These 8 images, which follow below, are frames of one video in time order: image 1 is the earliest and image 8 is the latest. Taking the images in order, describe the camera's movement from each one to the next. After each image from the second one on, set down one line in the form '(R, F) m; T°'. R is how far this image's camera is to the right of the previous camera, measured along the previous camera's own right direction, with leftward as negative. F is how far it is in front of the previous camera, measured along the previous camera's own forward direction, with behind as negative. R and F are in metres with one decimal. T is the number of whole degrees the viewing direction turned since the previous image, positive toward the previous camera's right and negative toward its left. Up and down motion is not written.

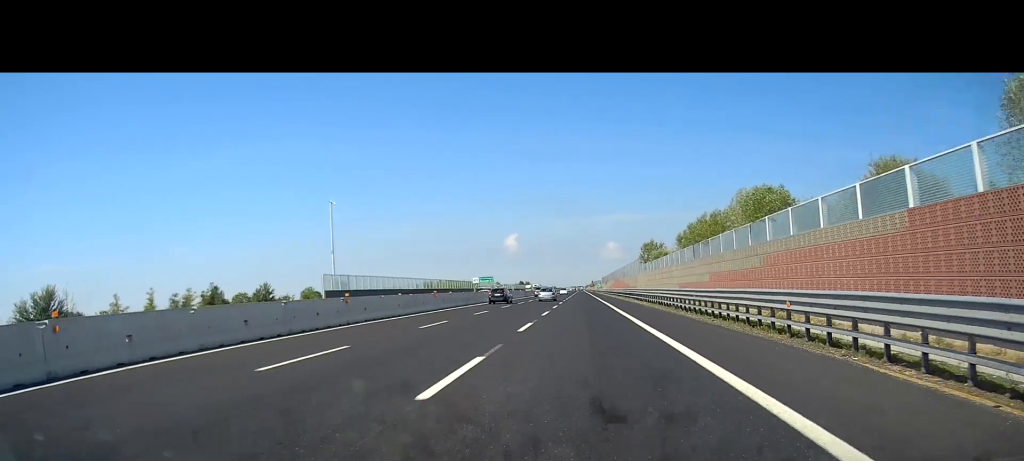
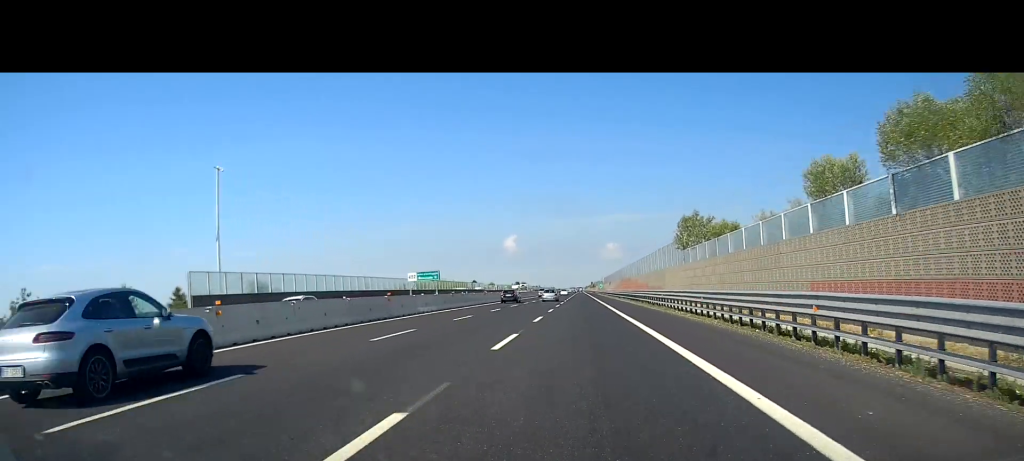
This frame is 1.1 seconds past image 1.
(+0.2, +29.1) m; +1°
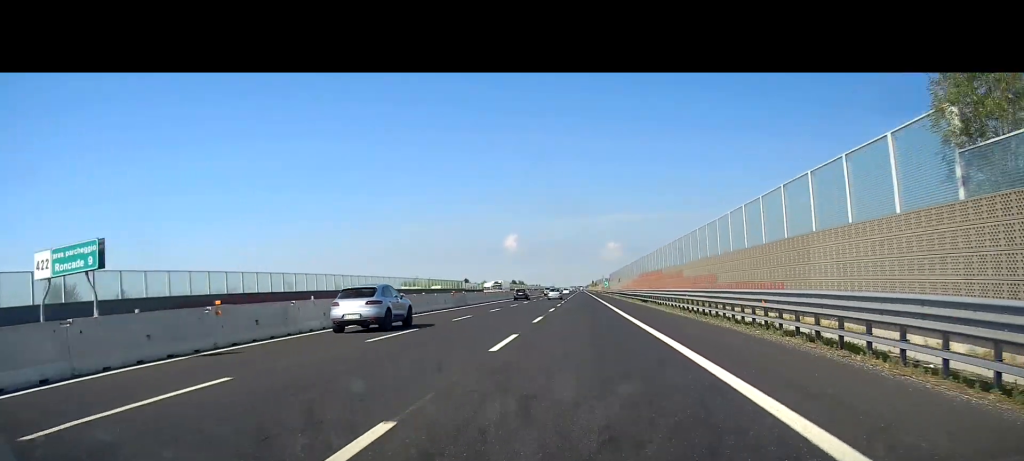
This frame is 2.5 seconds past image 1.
(0.0, +36.2) m; 0°
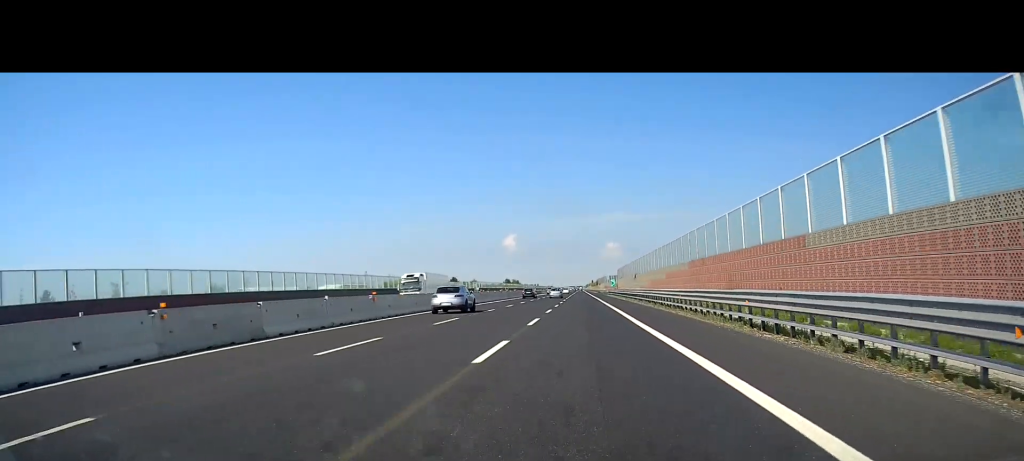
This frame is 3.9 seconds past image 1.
(+0.2, +38.9) m; 0°
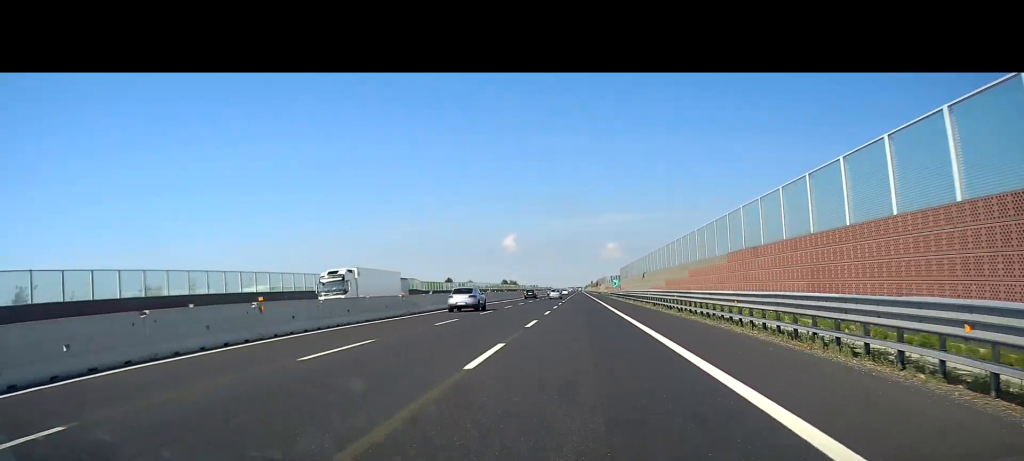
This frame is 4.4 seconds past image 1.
(-0.1, +12.4) m; 0°
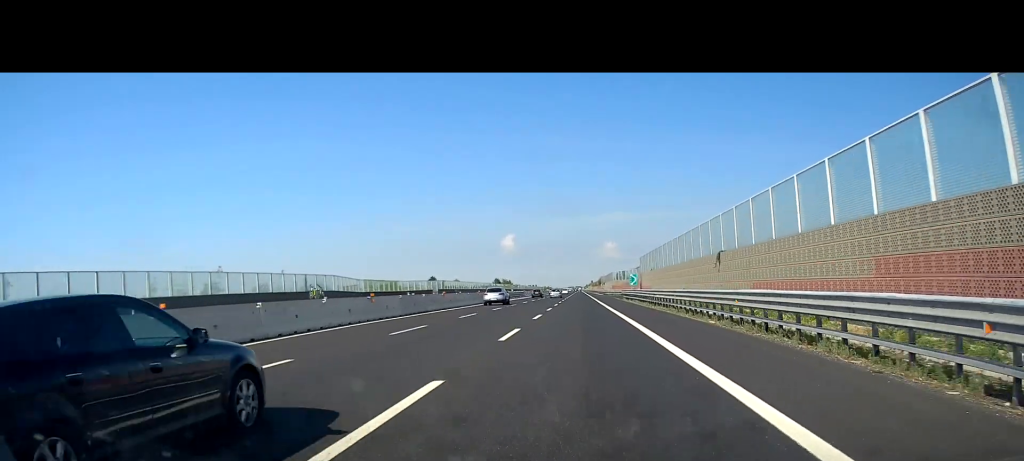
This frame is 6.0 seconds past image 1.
(+0.2, +41.6) m; +1°
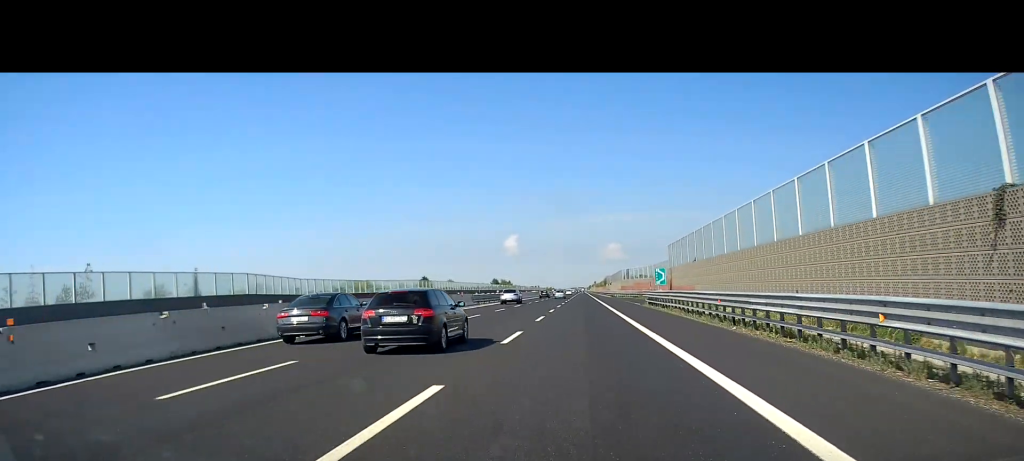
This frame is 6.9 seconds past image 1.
(+0.2, +23.8) m; 0°
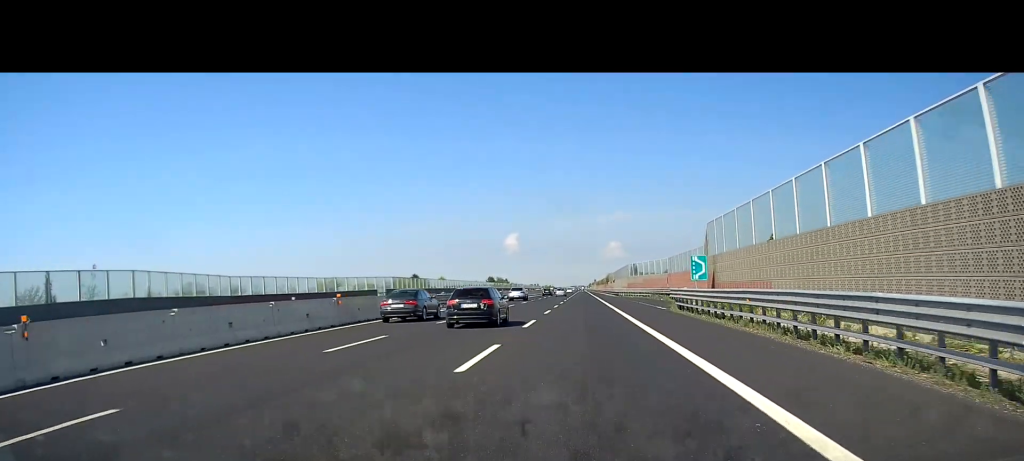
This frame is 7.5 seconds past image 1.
(+0.1, +17.6) m; -1°
